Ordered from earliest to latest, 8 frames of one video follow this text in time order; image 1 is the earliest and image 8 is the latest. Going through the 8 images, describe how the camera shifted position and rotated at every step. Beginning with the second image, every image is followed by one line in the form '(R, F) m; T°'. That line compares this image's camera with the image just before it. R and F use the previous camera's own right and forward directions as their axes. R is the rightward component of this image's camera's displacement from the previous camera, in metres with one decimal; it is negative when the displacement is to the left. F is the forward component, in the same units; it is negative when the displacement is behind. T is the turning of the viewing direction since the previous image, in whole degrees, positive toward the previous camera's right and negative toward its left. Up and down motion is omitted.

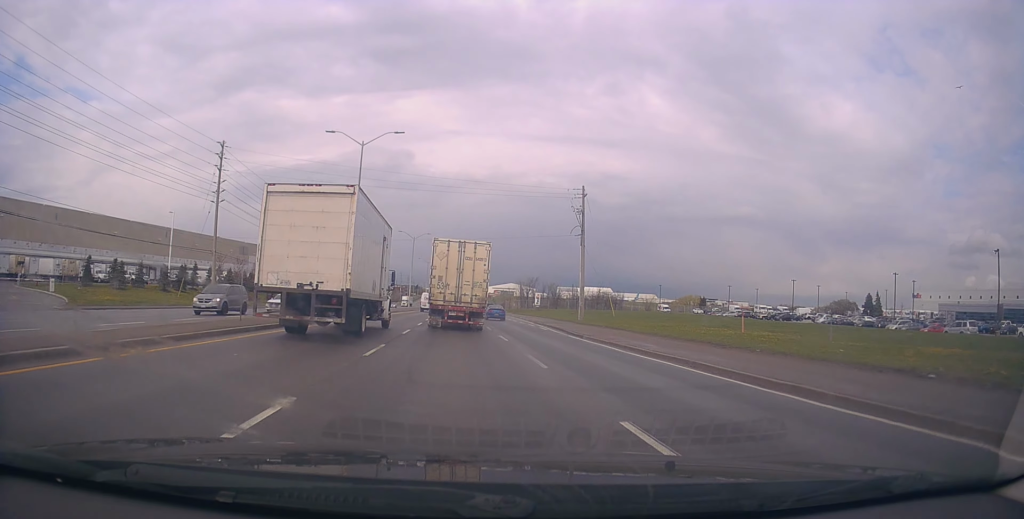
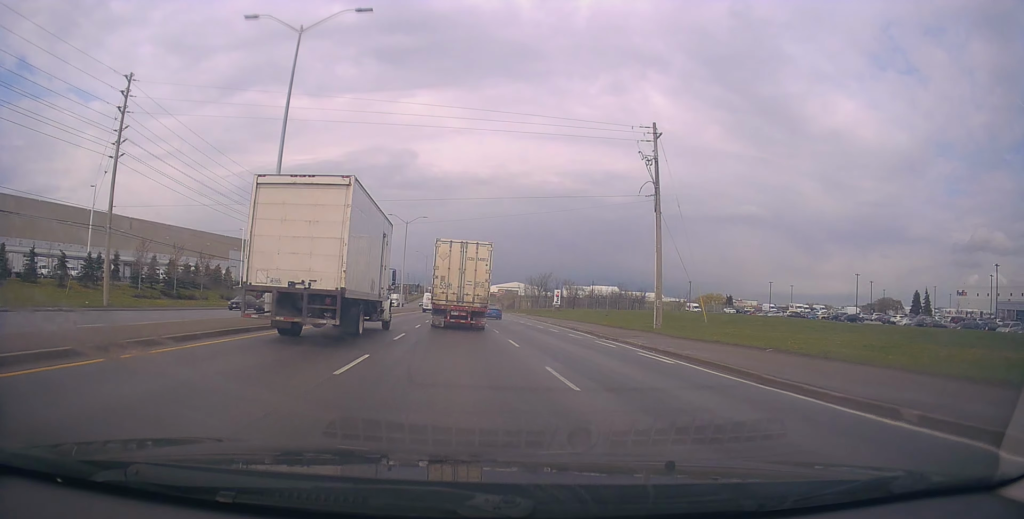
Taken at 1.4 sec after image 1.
(-0.7, +20.5) m; -1°
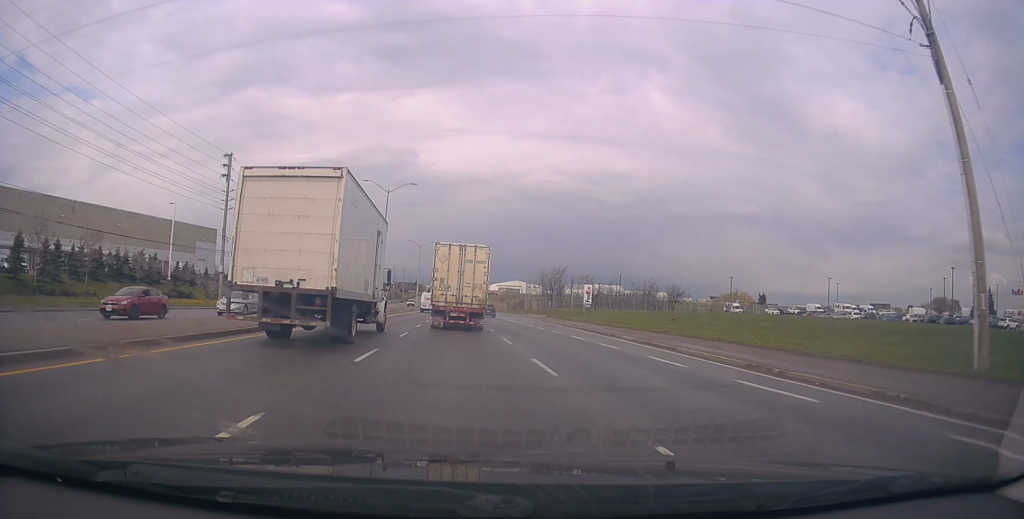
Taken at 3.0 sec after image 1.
(-0.3, +23.5) m; 0°
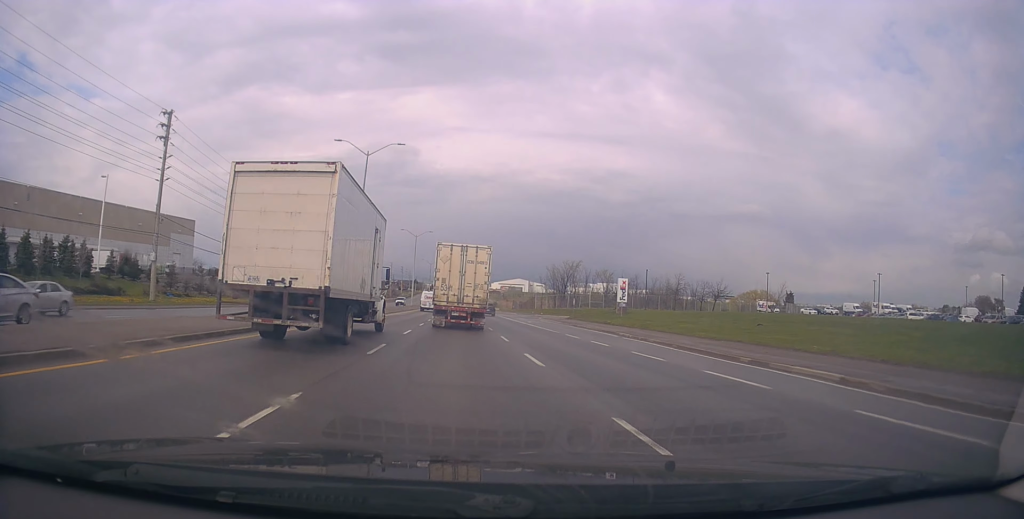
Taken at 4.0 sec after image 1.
(+0.6, +15.7) m; +1°
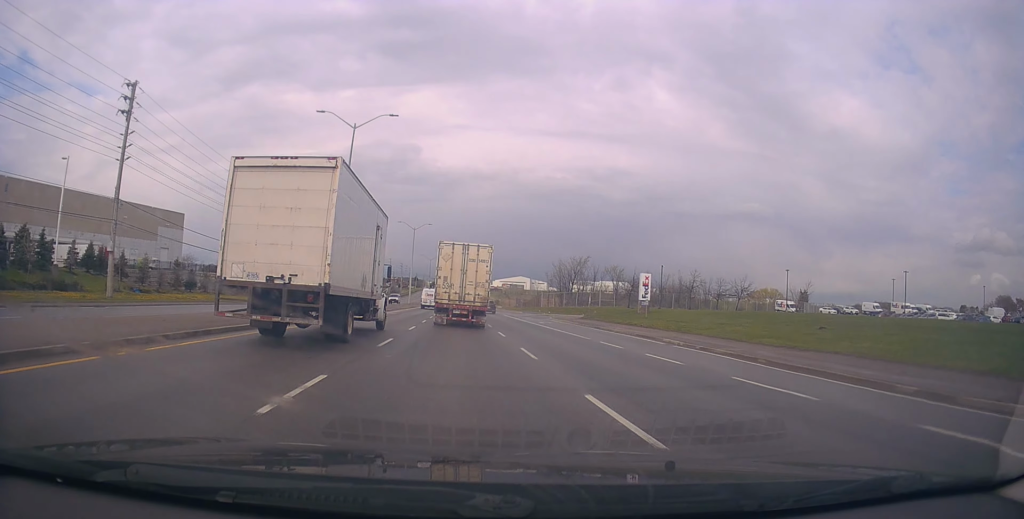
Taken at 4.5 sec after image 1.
(-0.1, +7.5) m; -1°
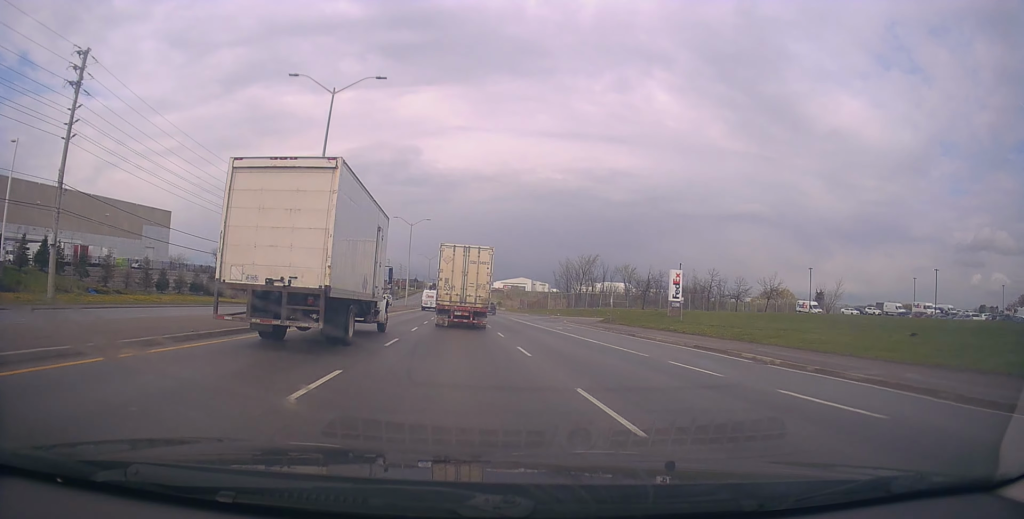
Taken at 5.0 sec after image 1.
(0.0, +7.5) m; -1°
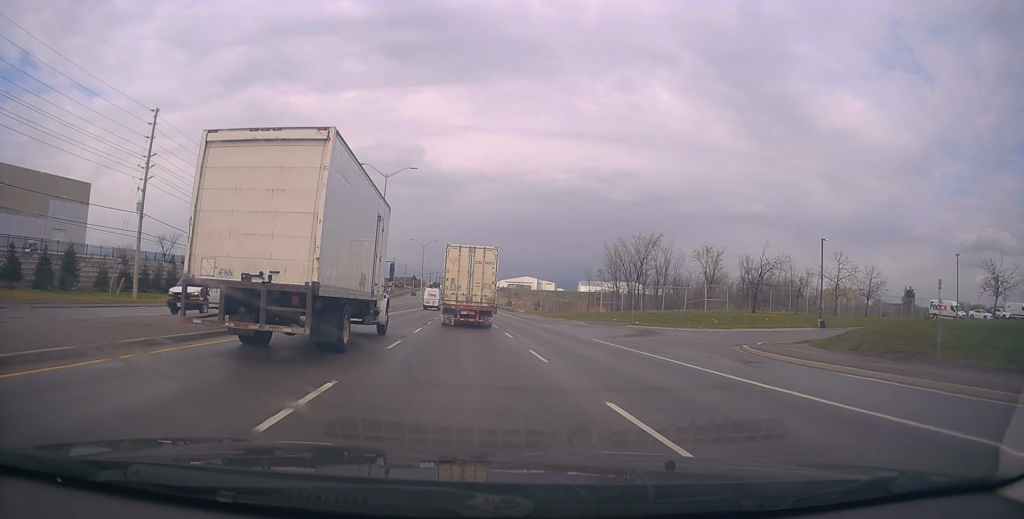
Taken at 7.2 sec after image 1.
(+0.8, +35.6) m; +2°
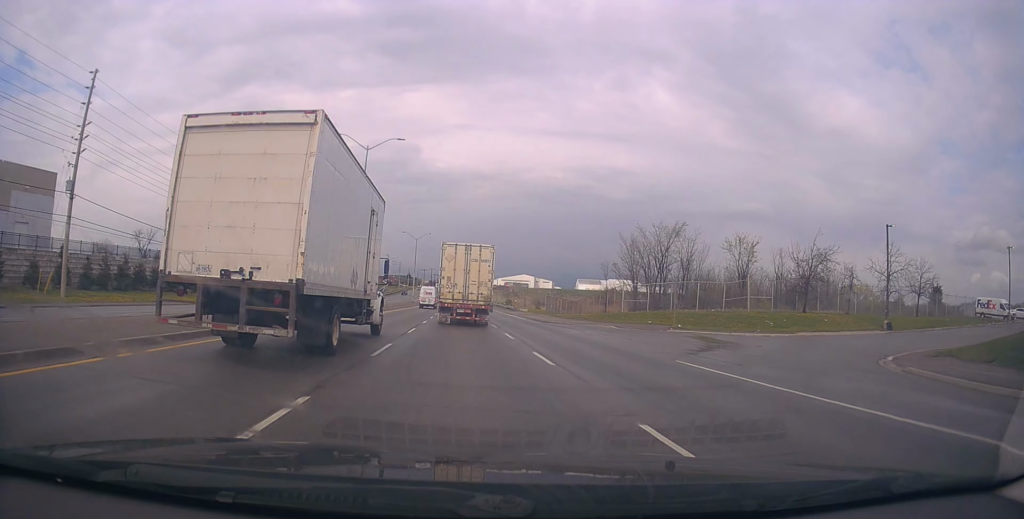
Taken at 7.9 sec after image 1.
(-0.1, +10.4) m; -1°
